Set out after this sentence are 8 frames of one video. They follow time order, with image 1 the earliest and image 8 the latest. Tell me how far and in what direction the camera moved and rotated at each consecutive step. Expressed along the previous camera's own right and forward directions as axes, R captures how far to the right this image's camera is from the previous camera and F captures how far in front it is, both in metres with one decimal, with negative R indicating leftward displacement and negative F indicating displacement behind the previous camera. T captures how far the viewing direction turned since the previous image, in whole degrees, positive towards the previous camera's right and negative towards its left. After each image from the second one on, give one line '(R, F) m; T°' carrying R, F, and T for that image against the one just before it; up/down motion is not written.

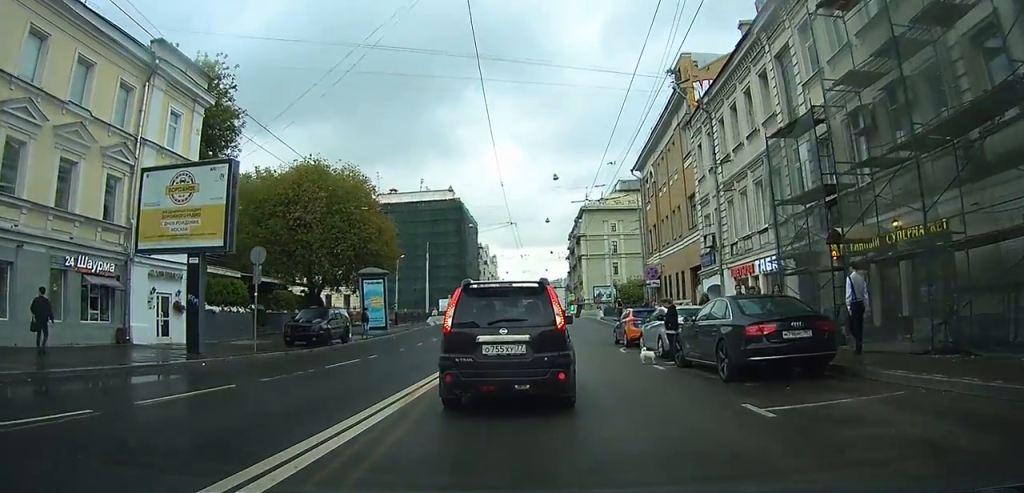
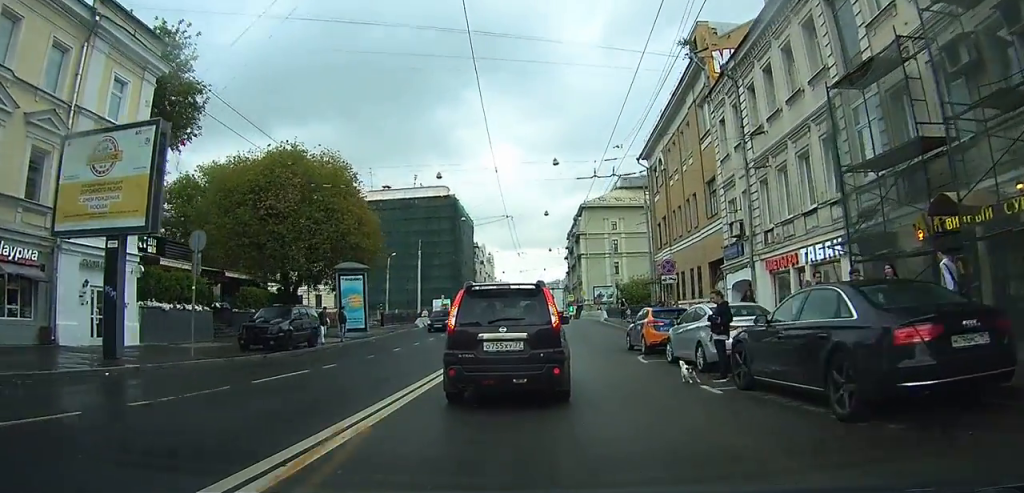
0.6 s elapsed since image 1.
(0.0, +4.3) m; 0°
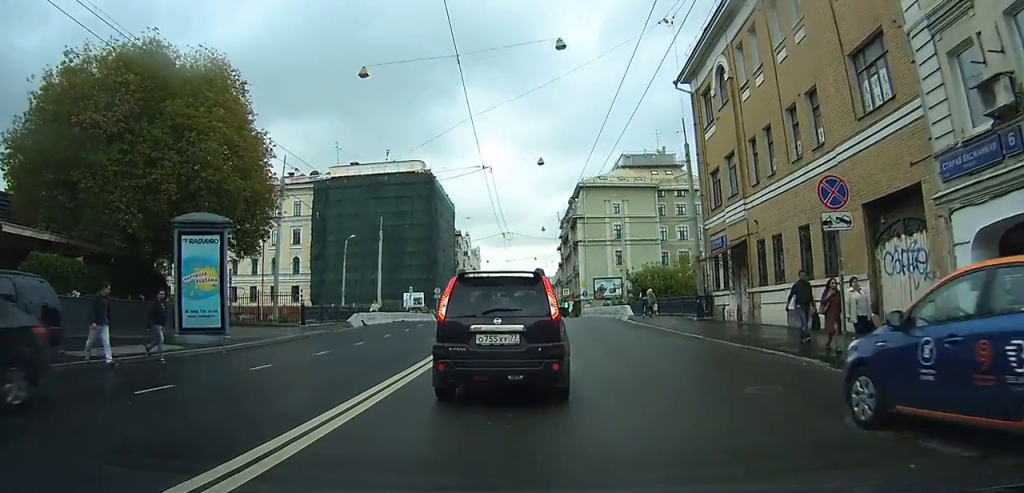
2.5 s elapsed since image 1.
(+0.6, +14.3) m; +6°
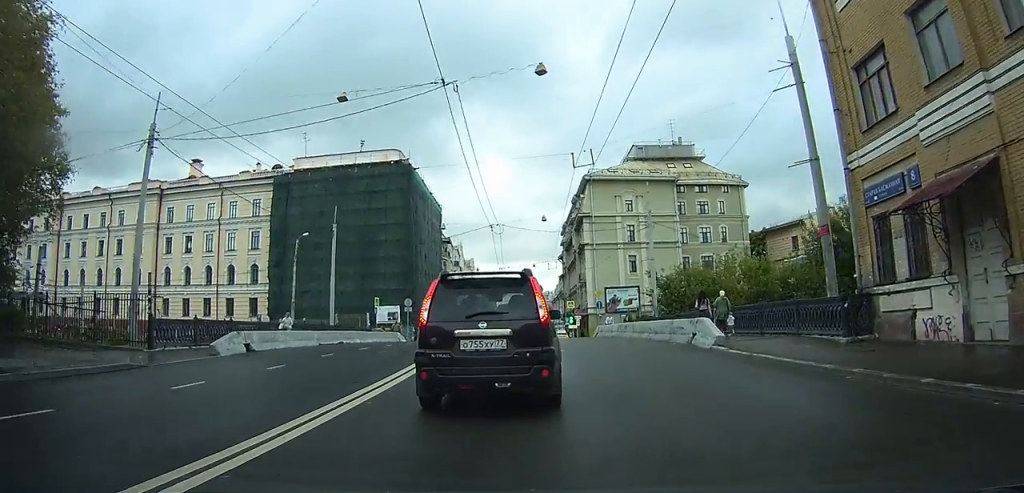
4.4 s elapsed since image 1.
(+0.2, +14.7) m; -3°
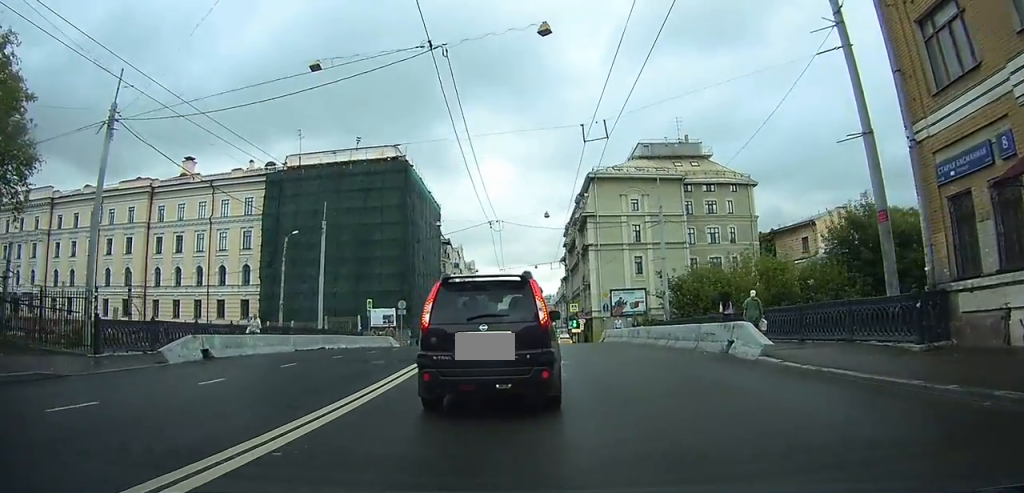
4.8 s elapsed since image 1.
(0.0, +3.3) m; -2°
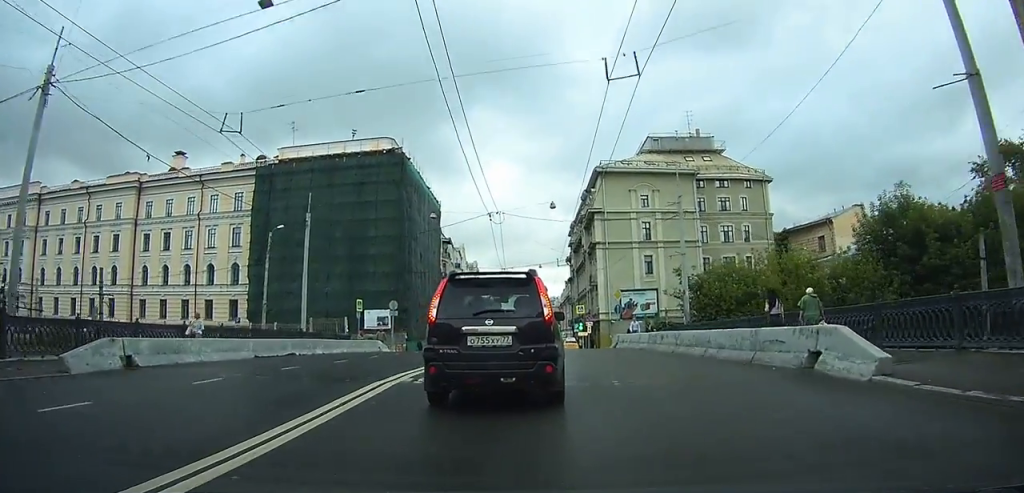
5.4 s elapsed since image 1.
(-0.3, +4.4) m; -3°
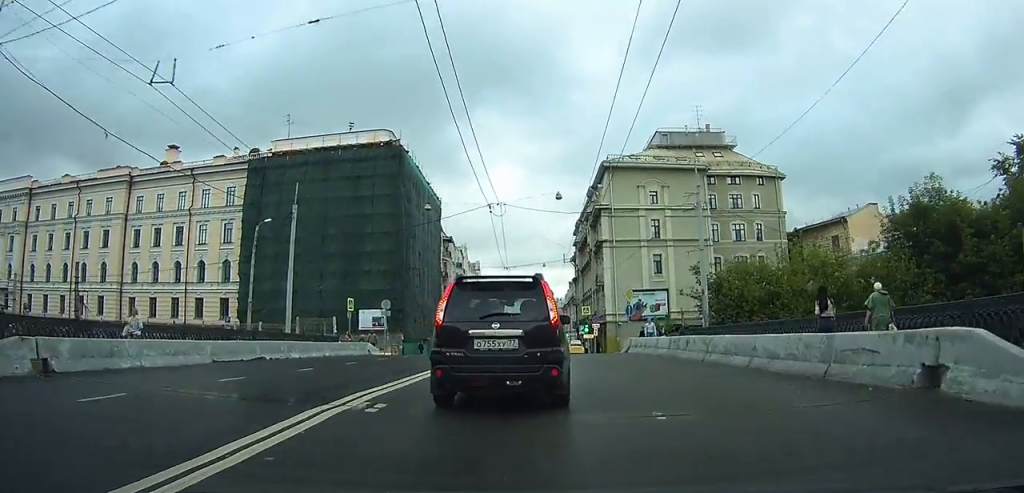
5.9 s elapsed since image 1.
(-0.1, +3.4) m; -1°
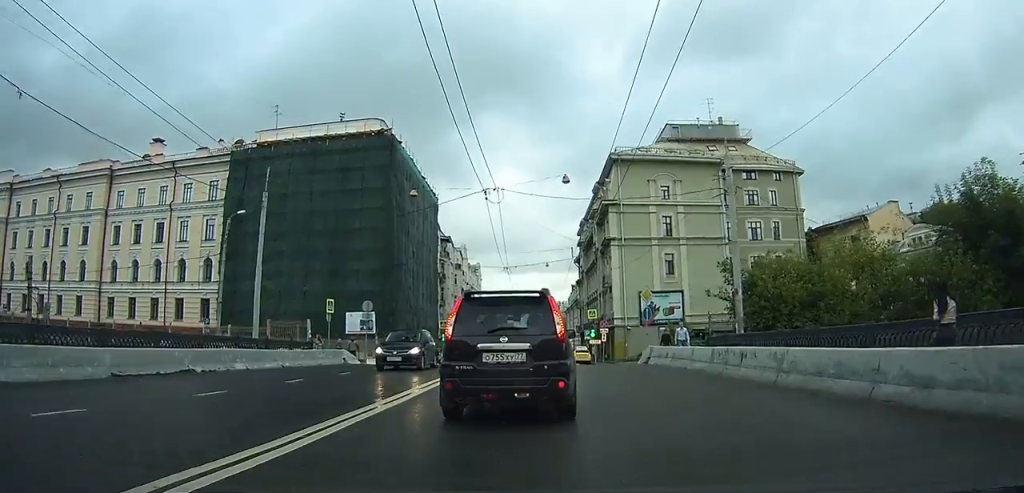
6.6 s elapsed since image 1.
(0.0, +5.3) m; -1°
